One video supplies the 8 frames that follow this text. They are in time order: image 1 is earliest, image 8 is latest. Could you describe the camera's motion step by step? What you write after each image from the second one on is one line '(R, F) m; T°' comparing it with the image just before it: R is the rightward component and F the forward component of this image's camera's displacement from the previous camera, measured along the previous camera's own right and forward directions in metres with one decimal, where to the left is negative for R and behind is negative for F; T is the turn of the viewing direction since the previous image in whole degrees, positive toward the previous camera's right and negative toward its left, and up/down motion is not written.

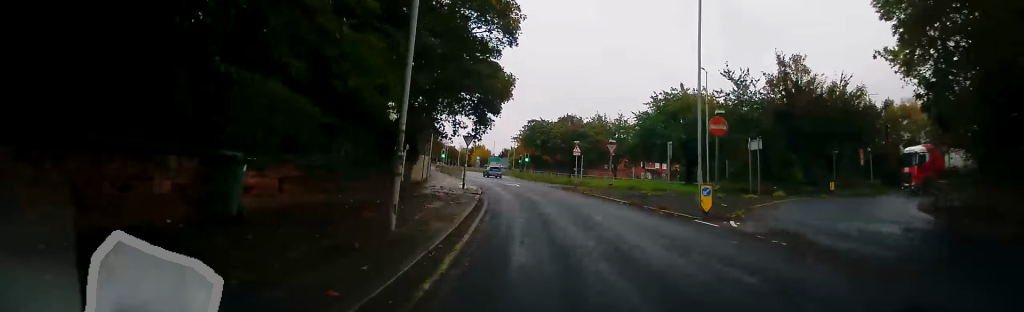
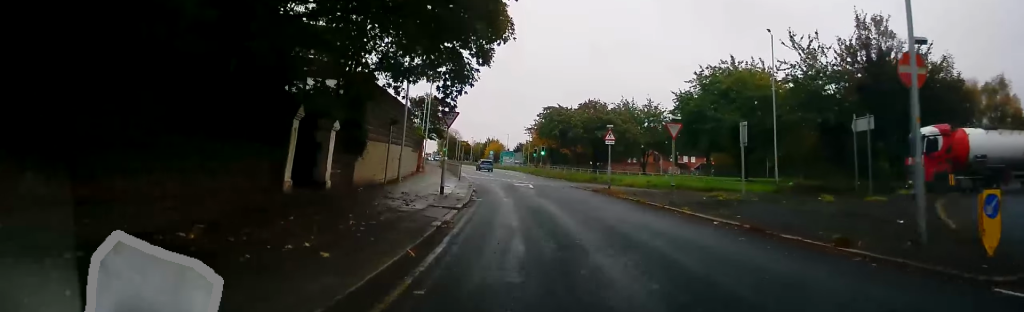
(-0.2, +12.5) m; -3°
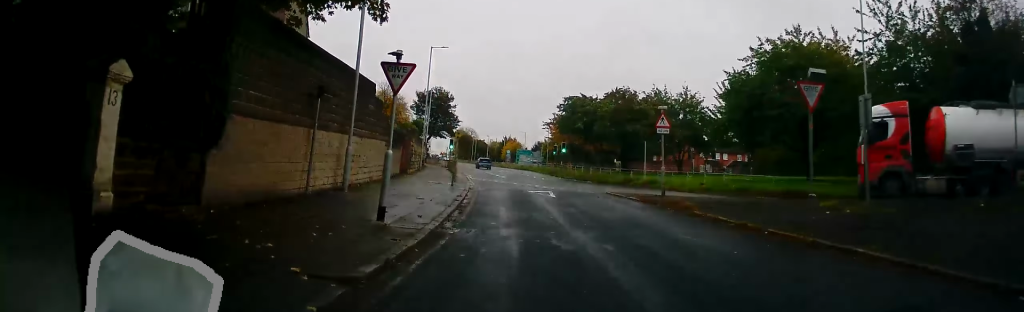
(-0.4, +10.8) m; -5°
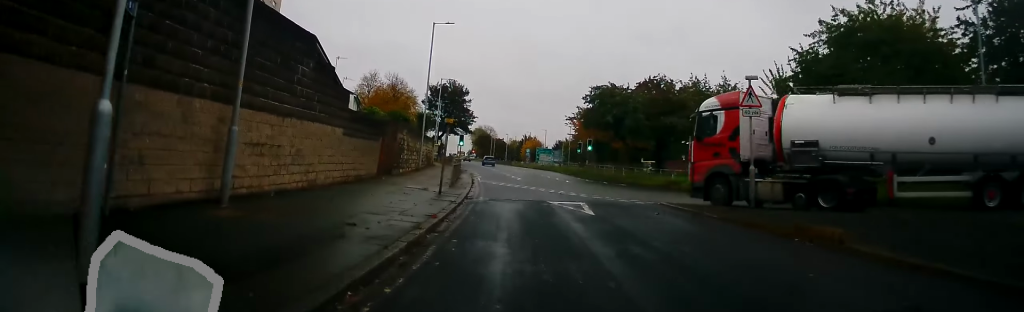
(-0.4, +9.0) m; -1°
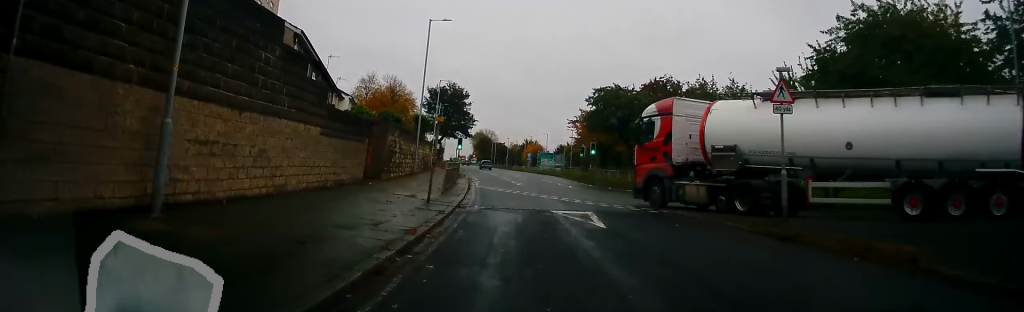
(0.0, +2.4) m; +2°
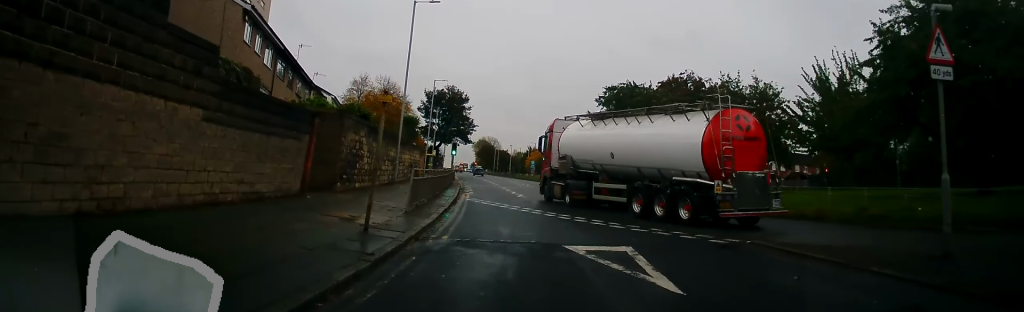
(+0.3, +6.4) m; 0°
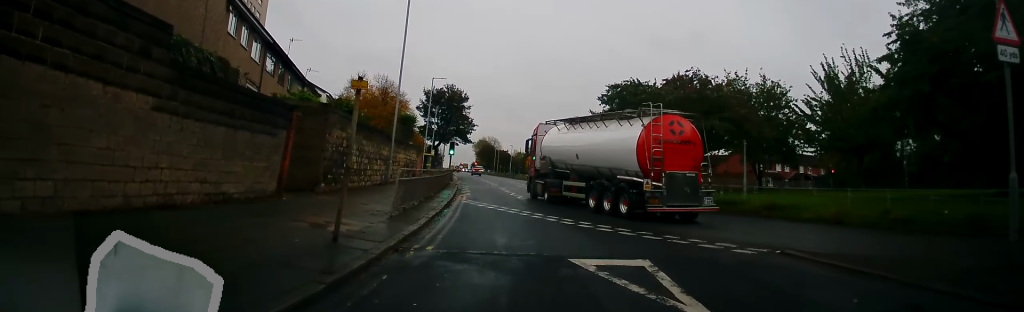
(+0.1, +1.7) m; -4°
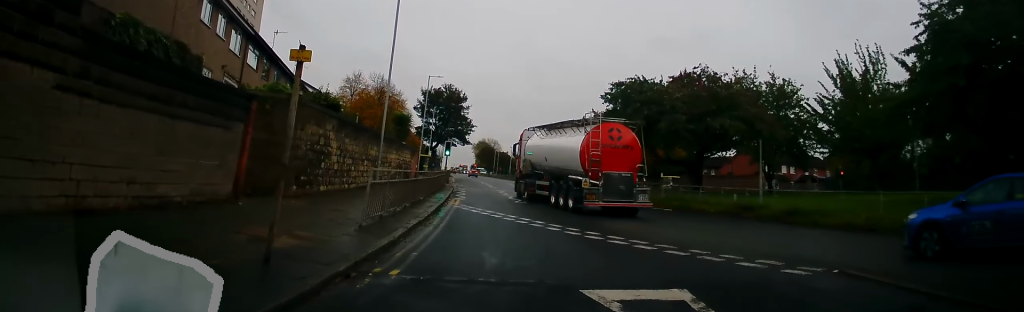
(-0.3, +2.2) m; -1°
